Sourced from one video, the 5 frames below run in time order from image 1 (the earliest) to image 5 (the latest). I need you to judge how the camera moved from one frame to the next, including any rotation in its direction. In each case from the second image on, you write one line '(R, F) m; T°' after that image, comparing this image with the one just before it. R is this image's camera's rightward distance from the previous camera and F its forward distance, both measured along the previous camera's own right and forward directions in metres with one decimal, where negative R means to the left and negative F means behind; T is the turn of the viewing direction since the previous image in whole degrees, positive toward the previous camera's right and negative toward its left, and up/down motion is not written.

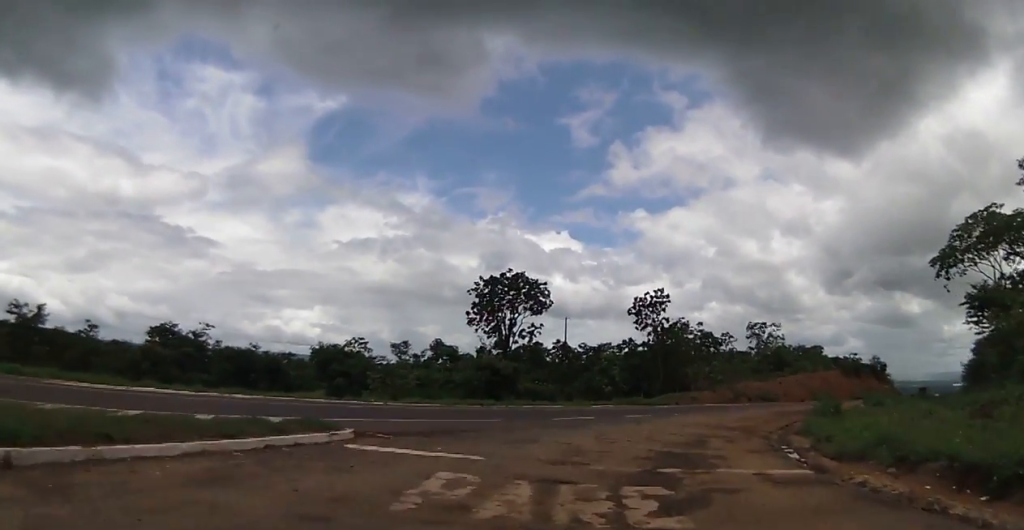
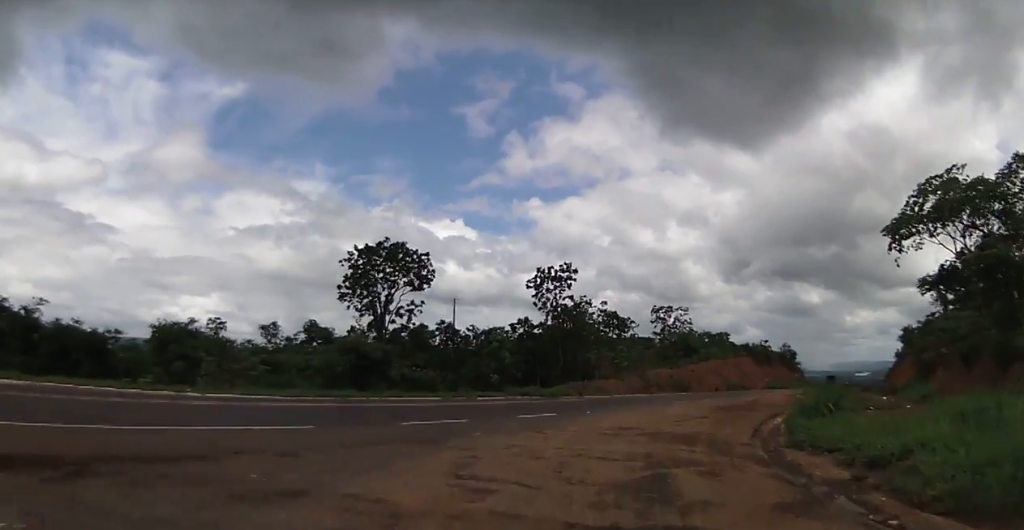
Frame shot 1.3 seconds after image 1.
(+0.4, +7.6) m; +7°
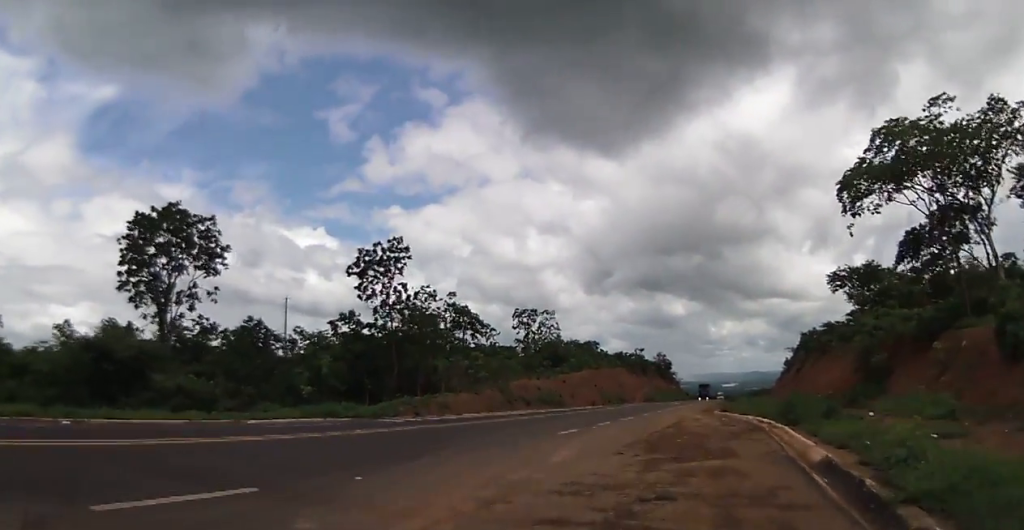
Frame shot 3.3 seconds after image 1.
(+1.0, +12.4) m; +10°
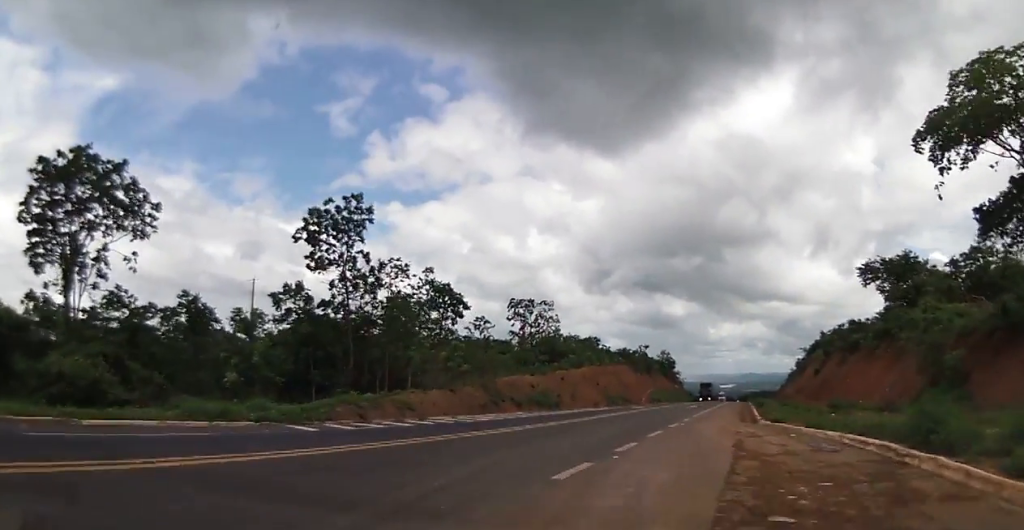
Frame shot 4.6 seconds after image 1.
(+0.5, +7.9) m; +5°
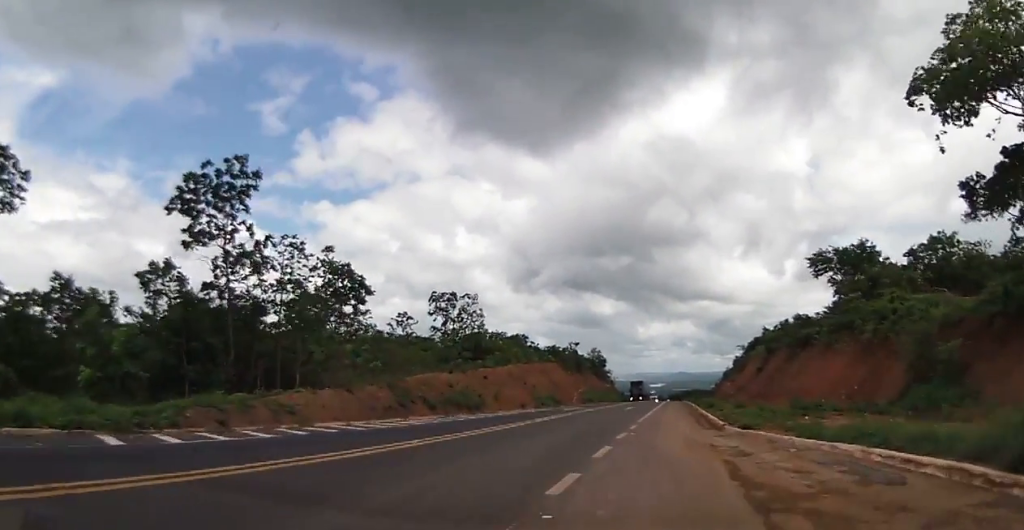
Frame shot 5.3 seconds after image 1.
(+0.1, +4.7) m; +3°
